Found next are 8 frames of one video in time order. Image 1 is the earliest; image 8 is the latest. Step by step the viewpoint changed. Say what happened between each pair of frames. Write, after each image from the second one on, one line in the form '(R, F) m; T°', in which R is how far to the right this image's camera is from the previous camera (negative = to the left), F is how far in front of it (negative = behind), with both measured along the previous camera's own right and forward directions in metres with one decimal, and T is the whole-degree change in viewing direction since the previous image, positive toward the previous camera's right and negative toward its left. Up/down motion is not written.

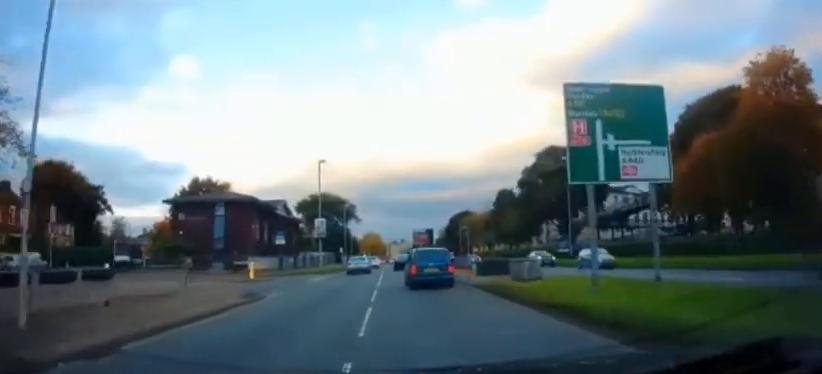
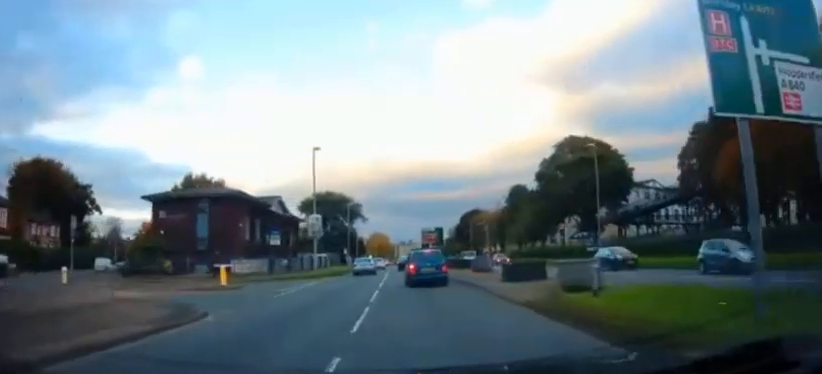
(+0.1, +5.7) m; 0°
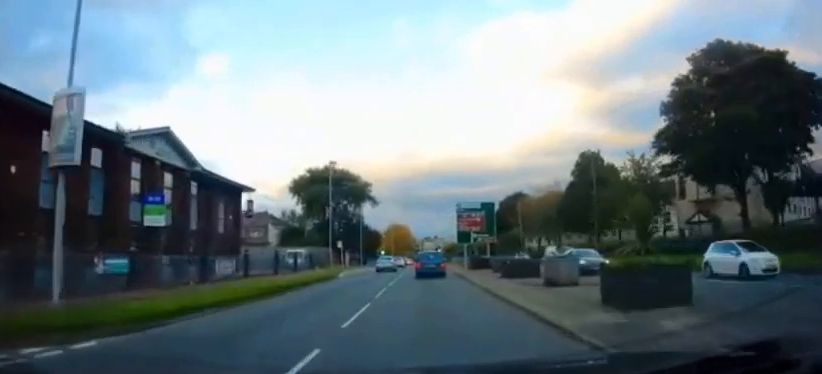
(-0.7, +29.7) m; -4°
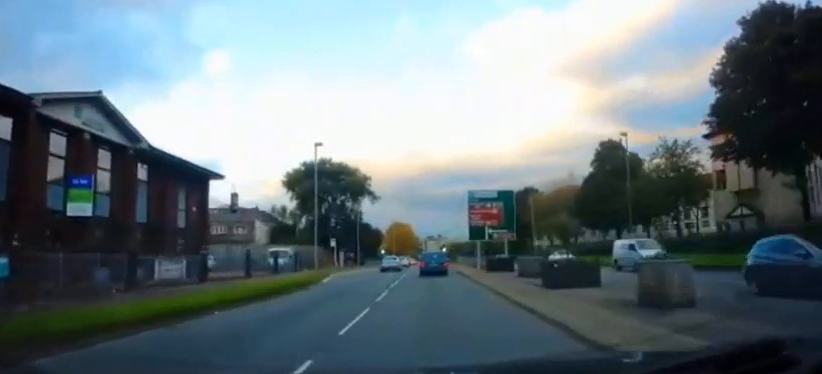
(-0.4, +7.0) m; -1°
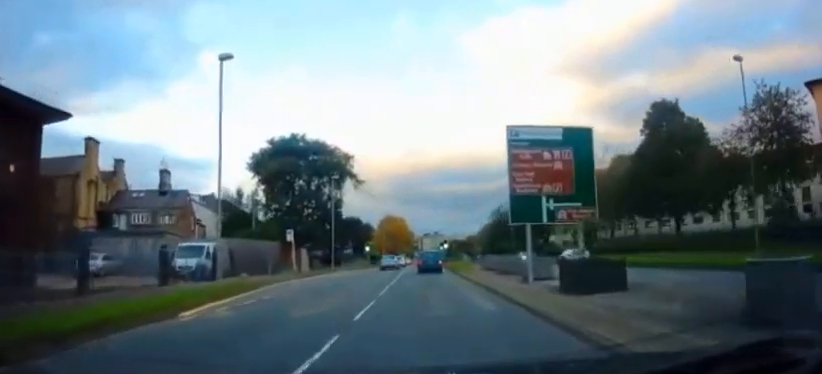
(+0.5, +16.2) m; +1°
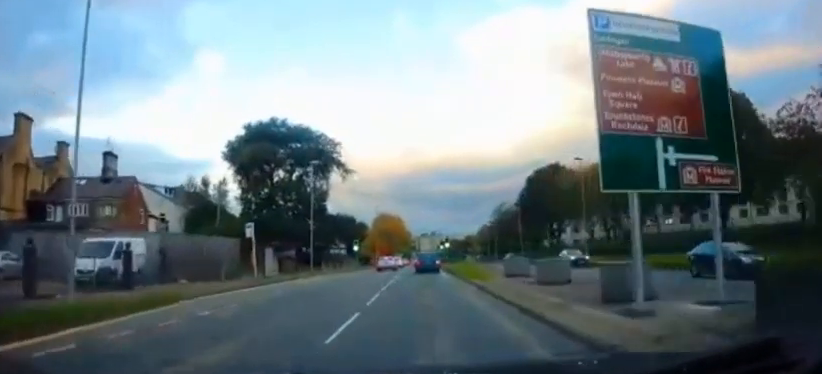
(0.0, +8.4) m; 0°
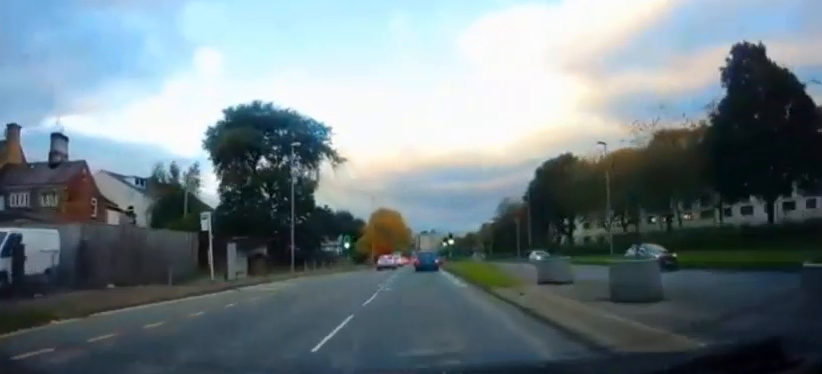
(0.0, +6.3) m; 0°
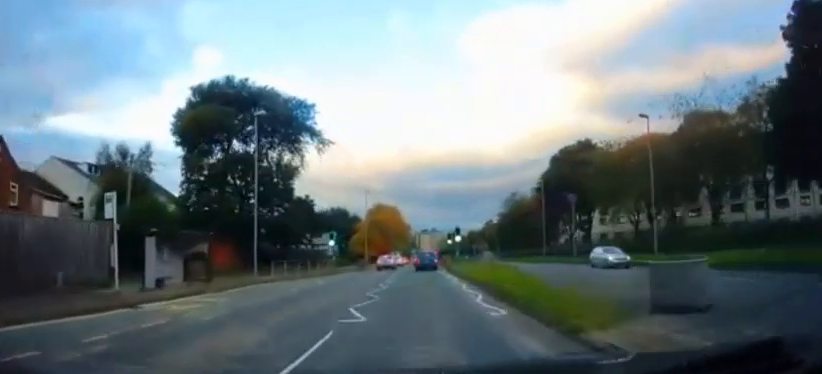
(0.0, +8.1) m; 0°
